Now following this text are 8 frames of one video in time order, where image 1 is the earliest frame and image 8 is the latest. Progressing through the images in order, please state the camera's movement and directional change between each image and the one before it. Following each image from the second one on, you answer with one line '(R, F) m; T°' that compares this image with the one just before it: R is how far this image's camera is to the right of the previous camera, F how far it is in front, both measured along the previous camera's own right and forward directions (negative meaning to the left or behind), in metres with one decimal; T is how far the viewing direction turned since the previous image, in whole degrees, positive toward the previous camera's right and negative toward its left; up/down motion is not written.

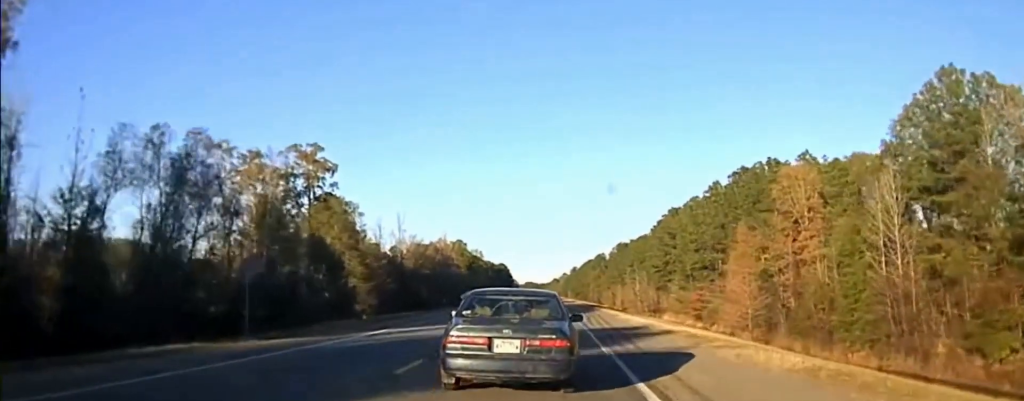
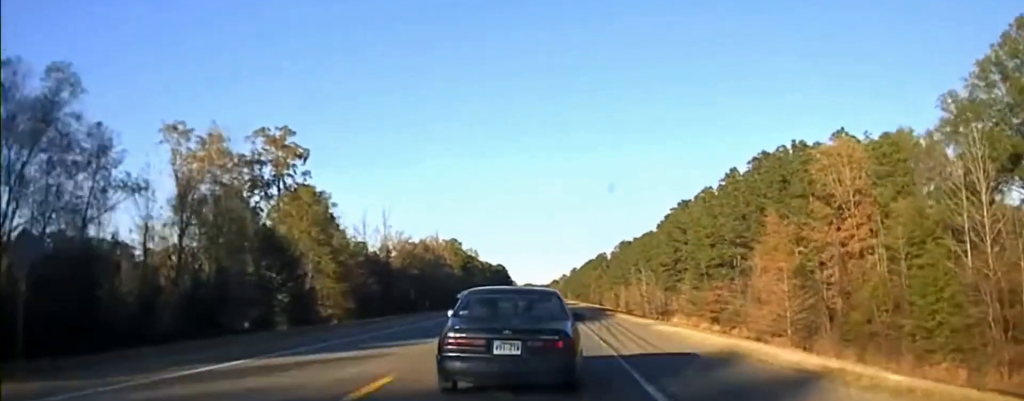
(+0.1, +14.3) m; 0°
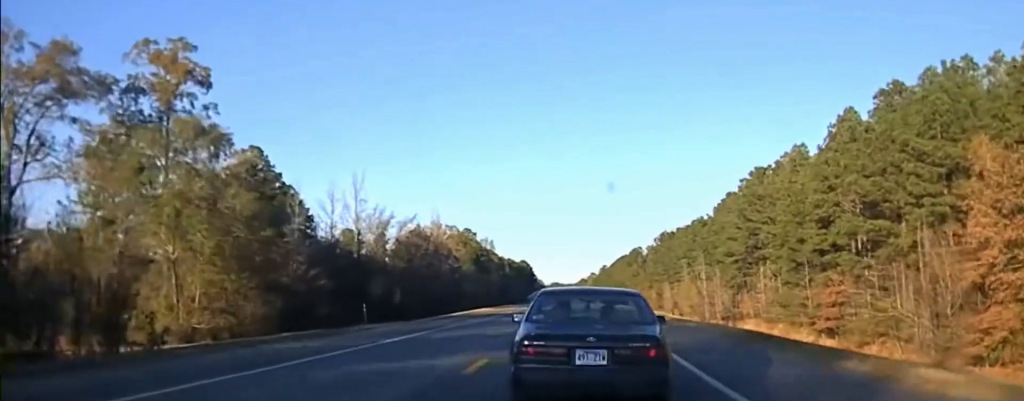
(+0.2, +44.6) m; -1°
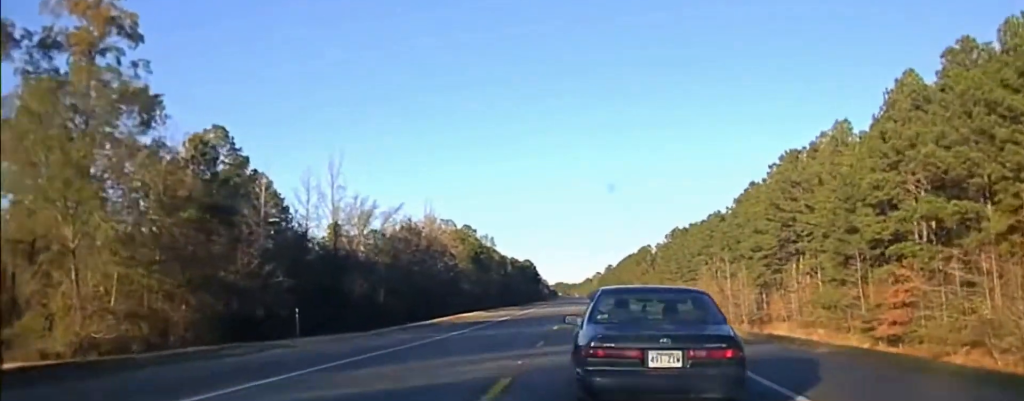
(-0.1, +15.6) m; -1°
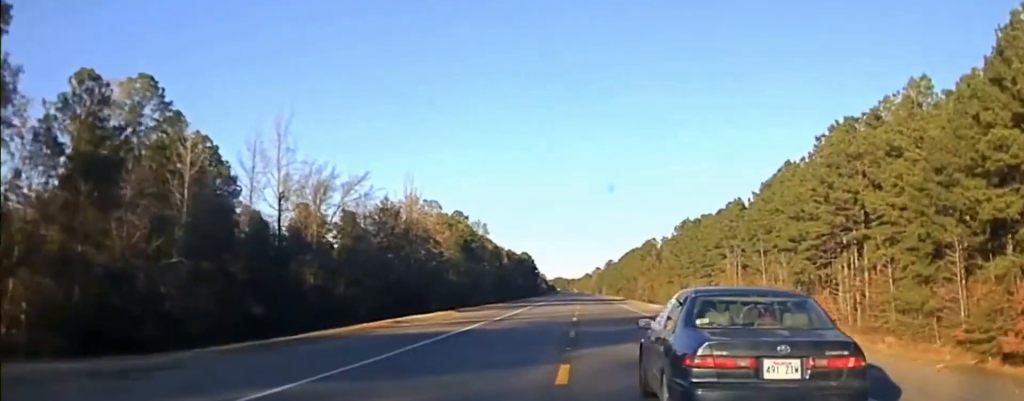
(-0.4, +20.7) m; -1°
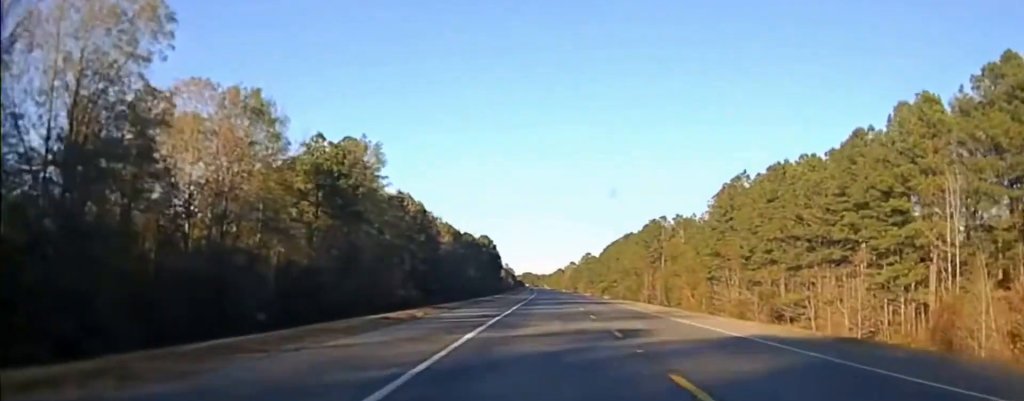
(+1.5, +101.3) m; +2°
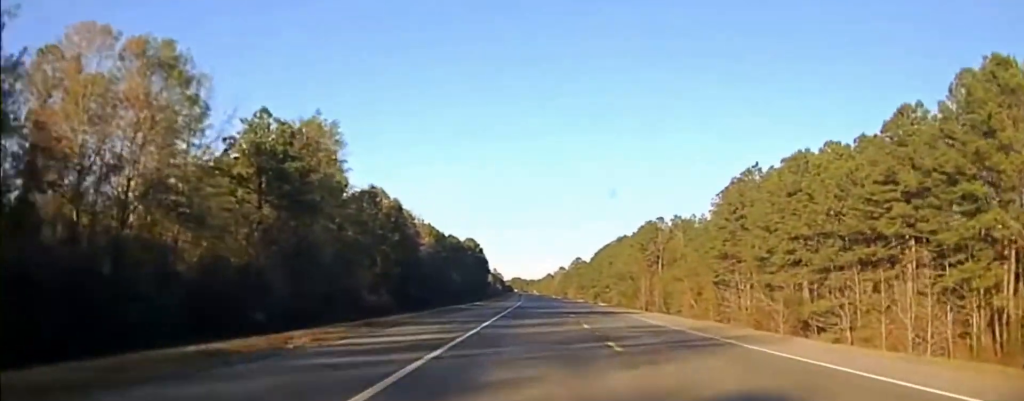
(+0.1, +16.9) m; 0°
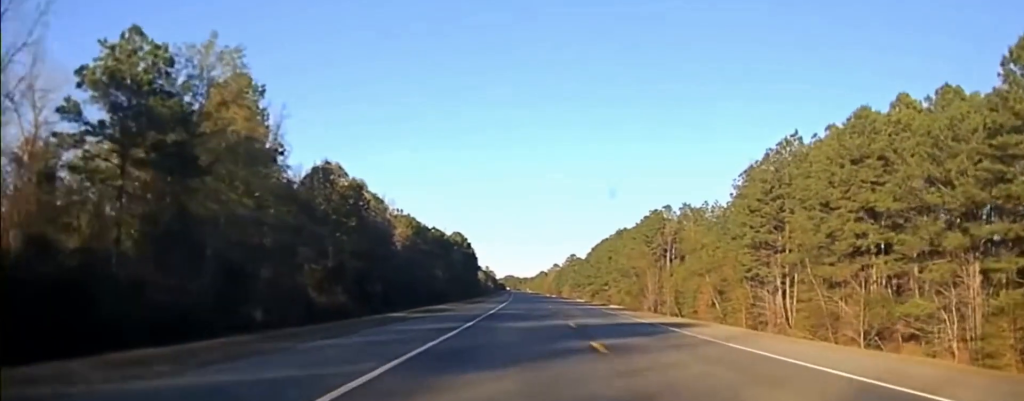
(+0.3, +26.3) m; +1°
